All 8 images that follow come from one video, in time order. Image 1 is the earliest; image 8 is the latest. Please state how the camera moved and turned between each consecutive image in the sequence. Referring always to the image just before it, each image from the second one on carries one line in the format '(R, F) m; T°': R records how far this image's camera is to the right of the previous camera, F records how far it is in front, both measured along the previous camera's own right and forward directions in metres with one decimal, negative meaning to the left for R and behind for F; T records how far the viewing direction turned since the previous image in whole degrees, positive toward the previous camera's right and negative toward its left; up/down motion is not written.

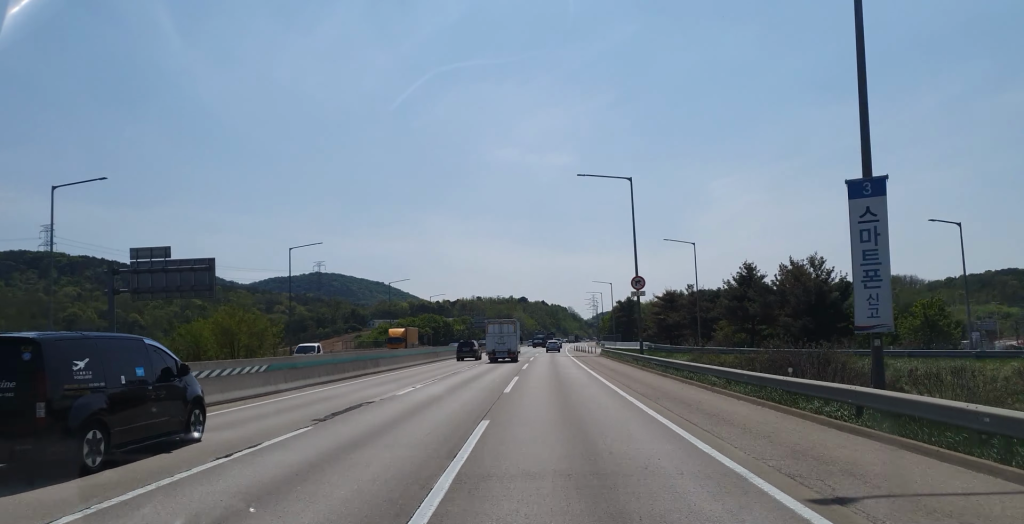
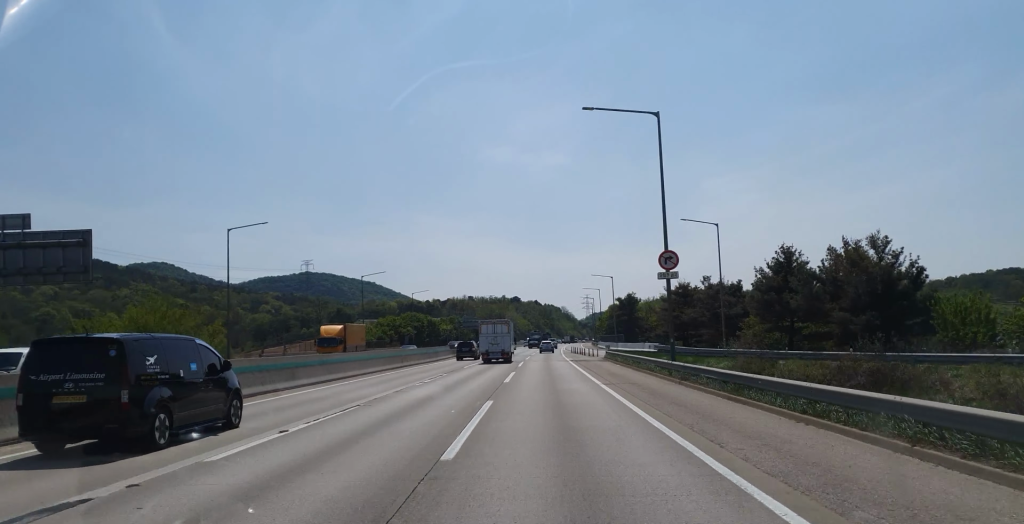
(+0.2, +13.6) m; +1°
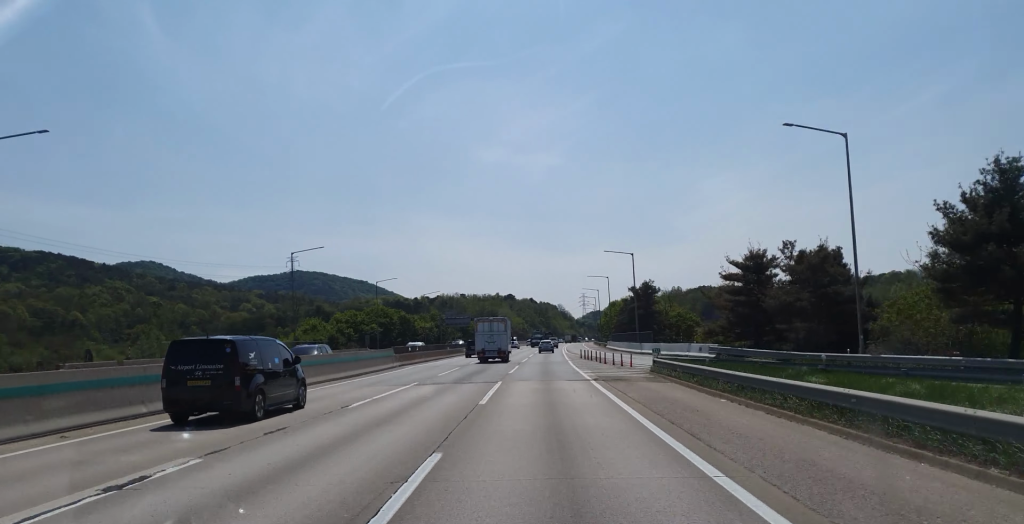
(0.0, +31.1) m; 0°
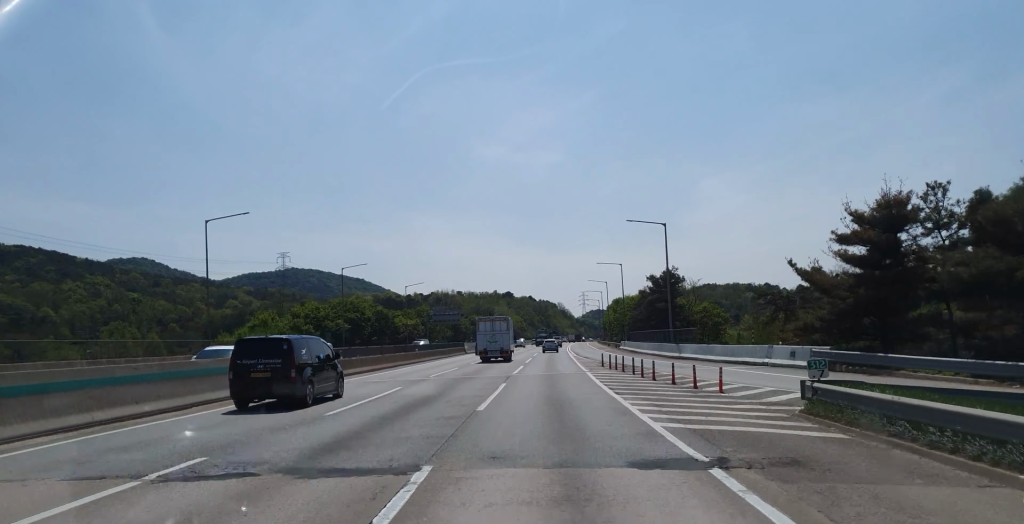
(0.0, +21.6) m; 0°
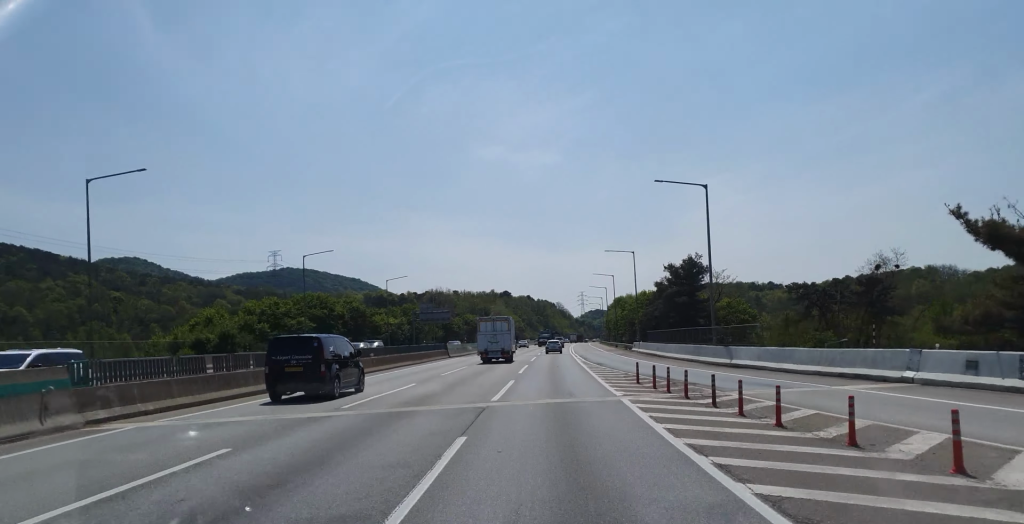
(-0.1, +16.1) m; 0°
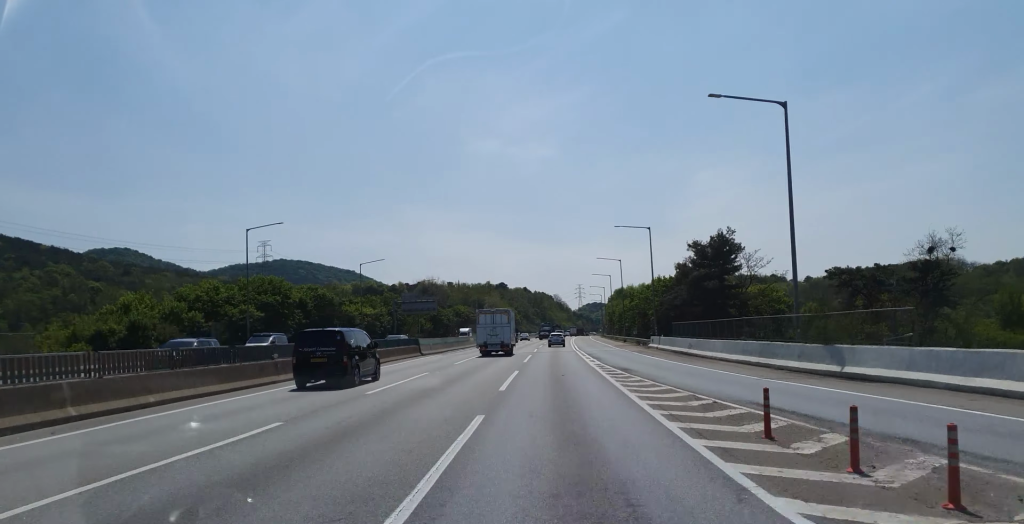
(0.0, +16.1) m; 0°
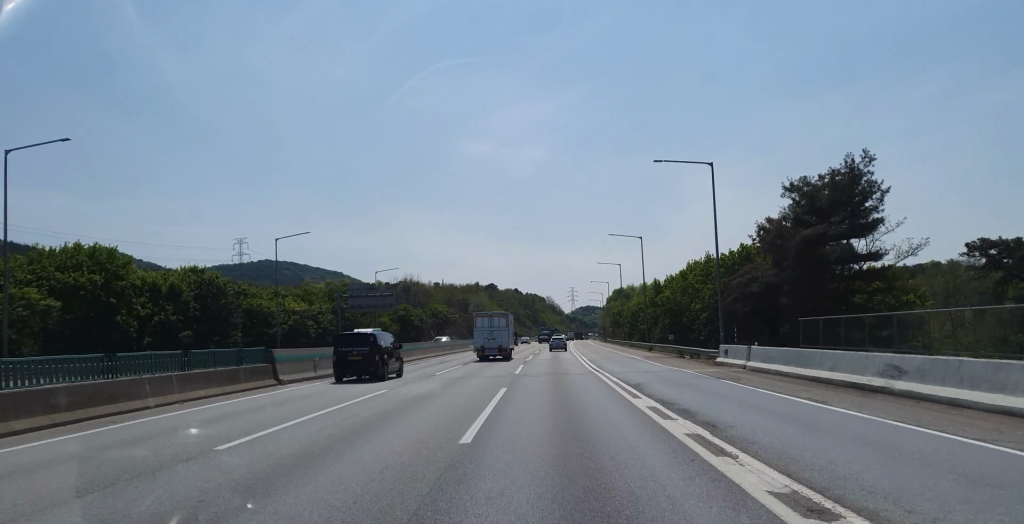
(+0.1, +31.4) m; +1°
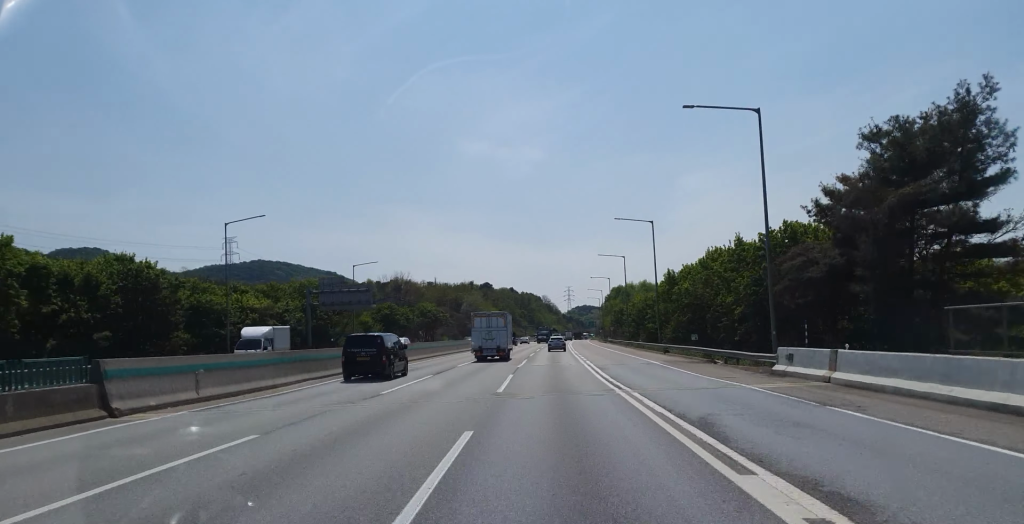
(+0.1, +11.3) m; 0°
